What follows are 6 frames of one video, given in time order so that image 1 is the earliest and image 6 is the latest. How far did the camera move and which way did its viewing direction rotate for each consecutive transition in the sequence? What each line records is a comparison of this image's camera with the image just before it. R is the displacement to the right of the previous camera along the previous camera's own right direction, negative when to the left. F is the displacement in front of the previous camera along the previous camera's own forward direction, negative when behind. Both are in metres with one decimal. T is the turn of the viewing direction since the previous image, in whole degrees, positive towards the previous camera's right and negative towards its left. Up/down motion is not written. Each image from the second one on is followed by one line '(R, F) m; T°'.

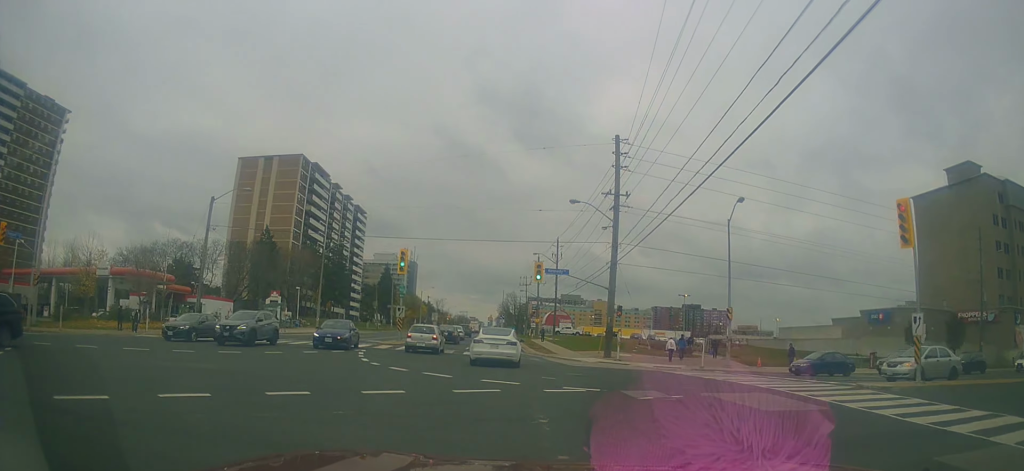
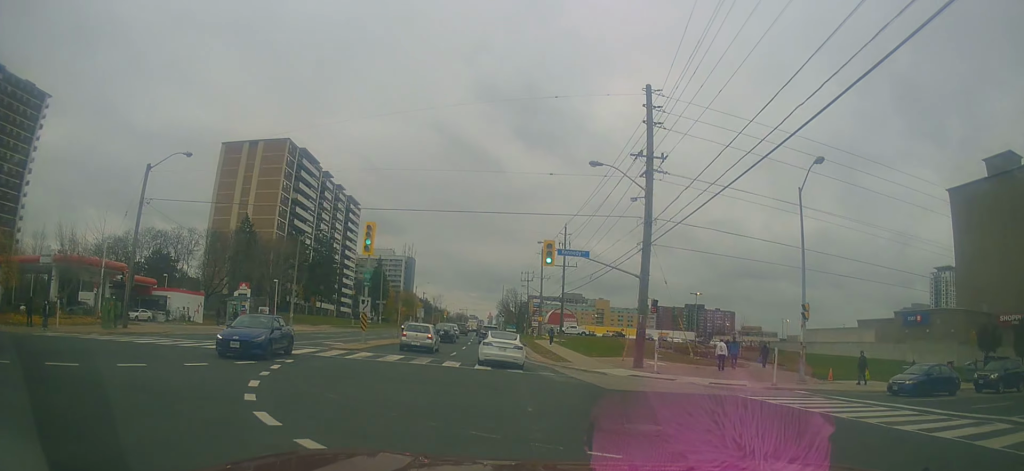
(-0.2, +9.2) m; -2°
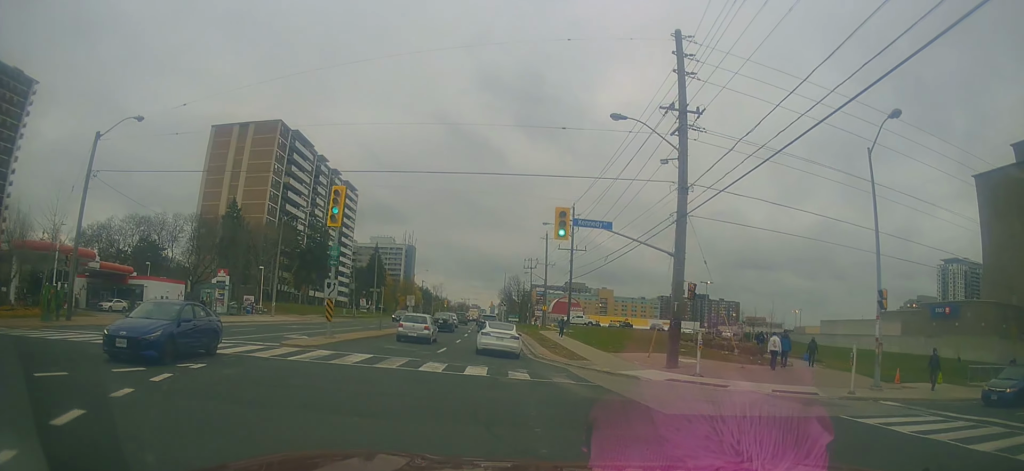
(-0.1, +5.8) m; -1°
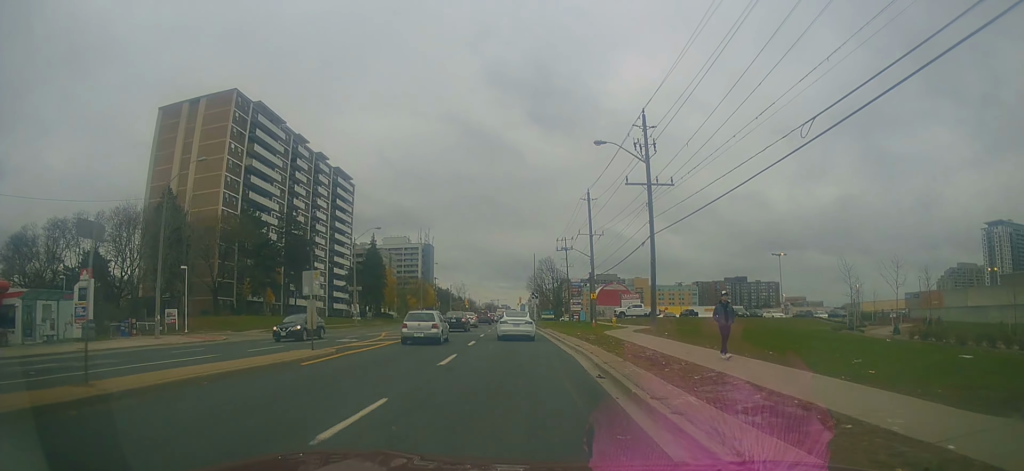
(+0.4, +26.0) m; +3°
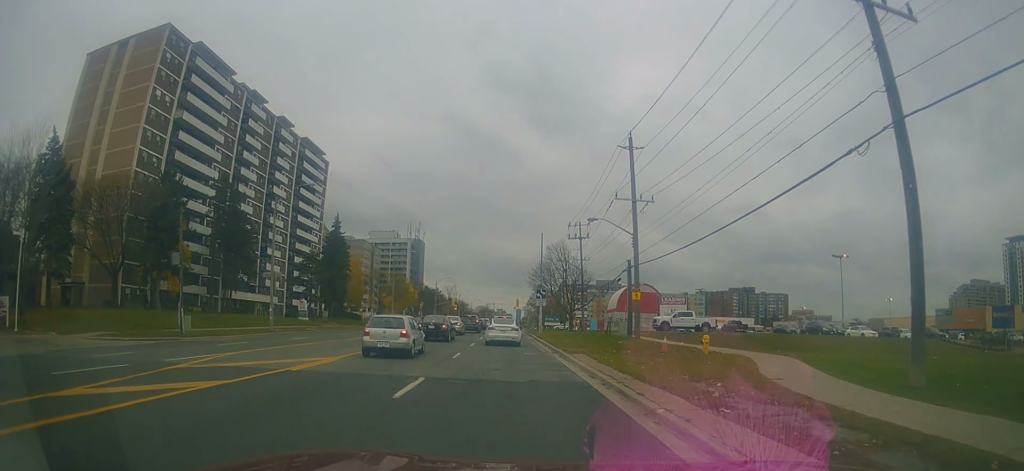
(-0.5, +23.5) m; -4°
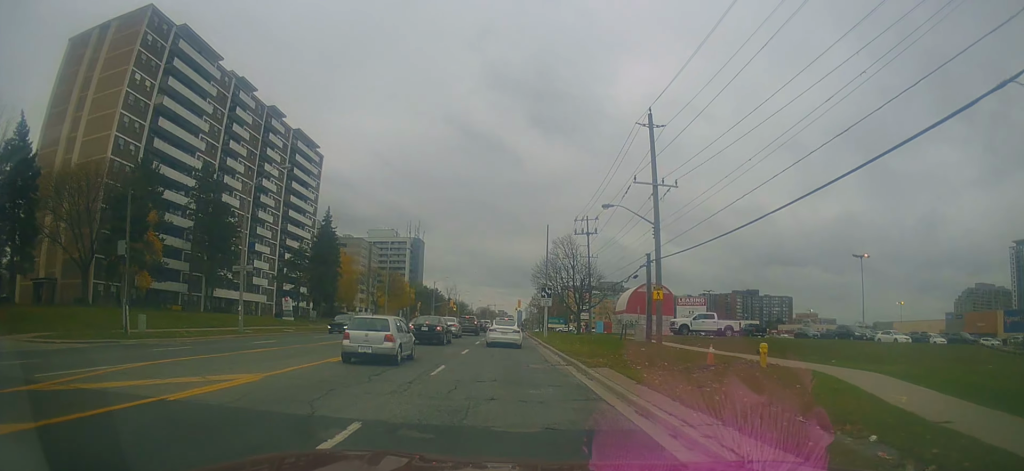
(-0.1, +5.7) m; +1°
